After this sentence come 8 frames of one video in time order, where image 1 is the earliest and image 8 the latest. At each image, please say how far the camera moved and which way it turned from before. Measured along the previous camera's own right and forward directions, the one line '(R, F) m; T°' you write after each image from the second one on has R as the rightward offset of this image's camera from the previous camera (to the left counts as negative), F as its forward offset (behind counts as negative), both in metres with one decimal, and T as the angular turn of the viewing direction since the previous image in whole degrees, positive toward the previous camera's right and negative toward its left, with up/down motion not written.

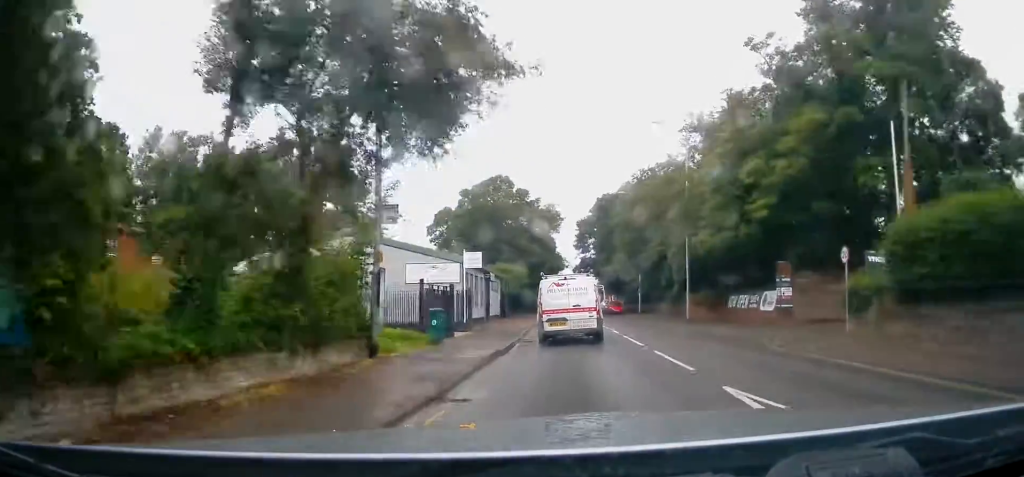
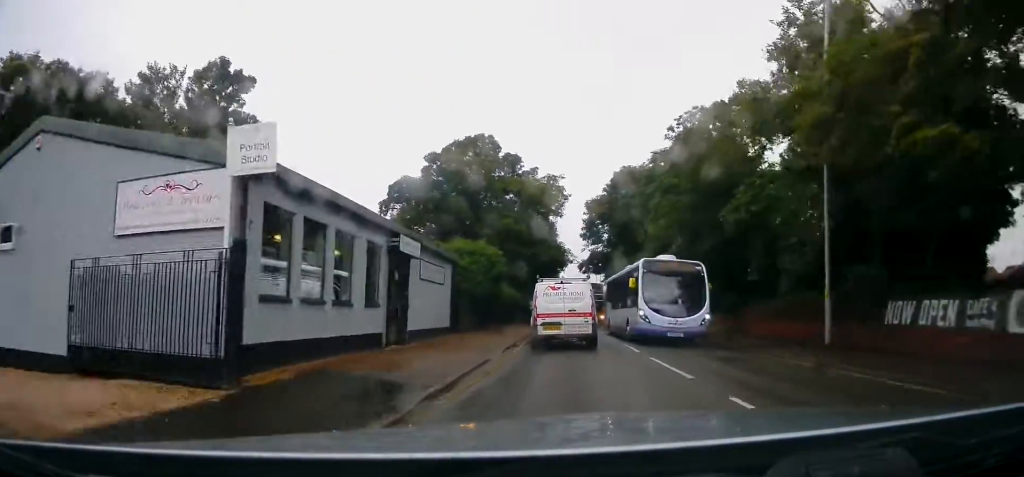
(+0.4, +19.3) m; +1°
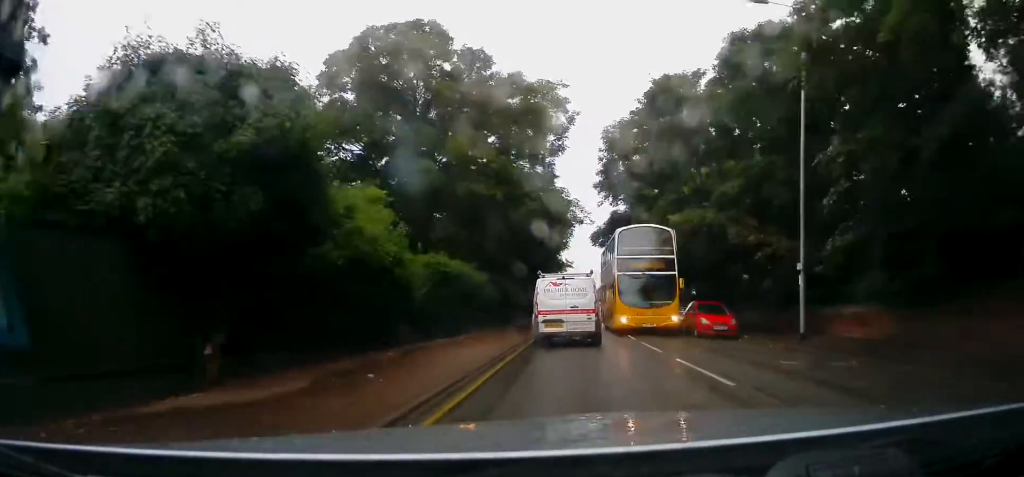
(-0.6, +20.5) m; -2°
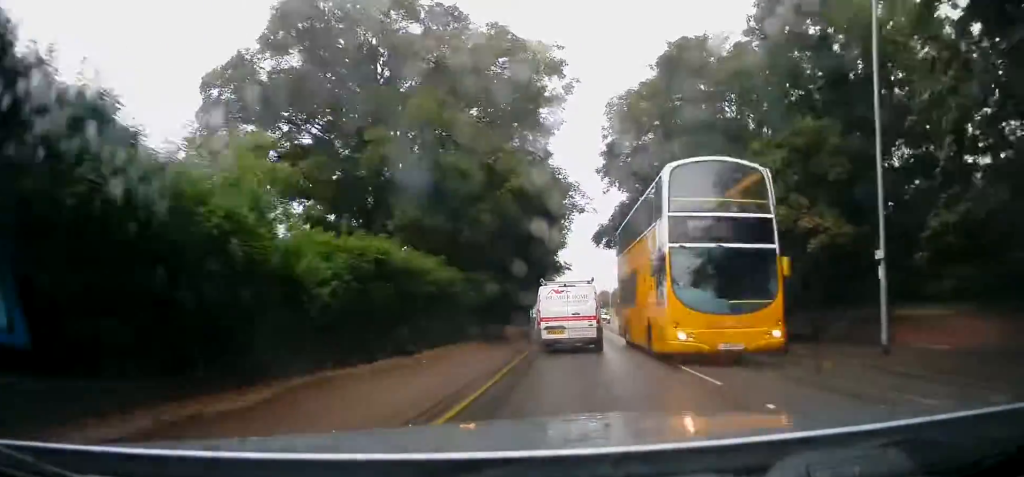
(0.0, +5.7) m; +1°
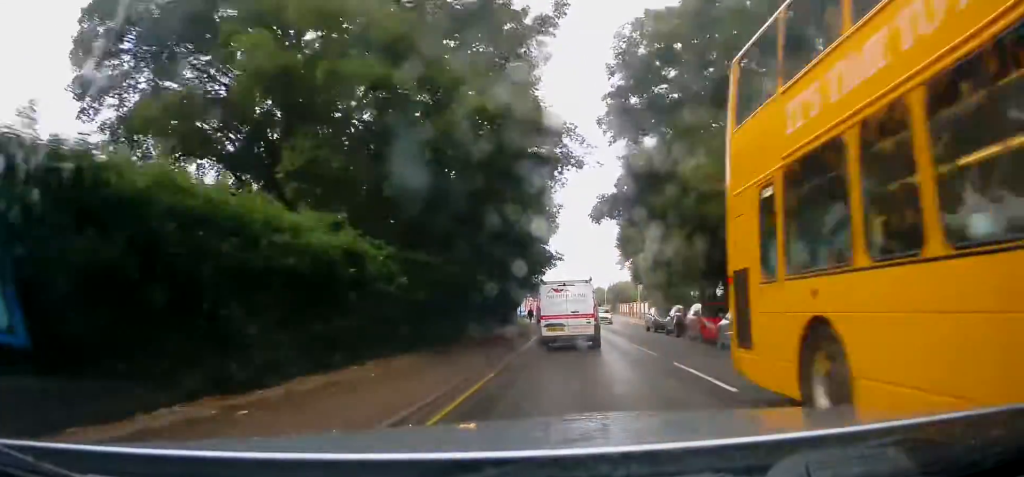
(0.0, +7.5) m; +2°
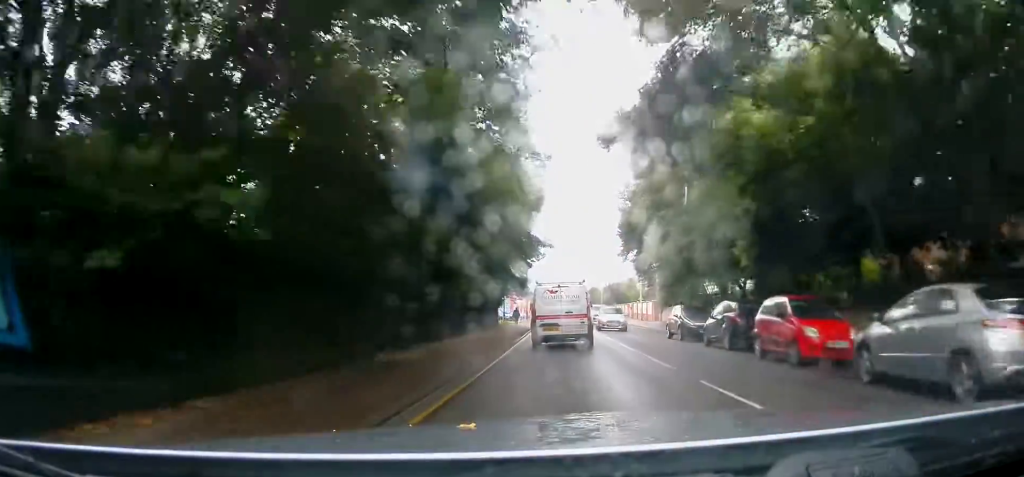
(+0.5, +9.7) m; 0°
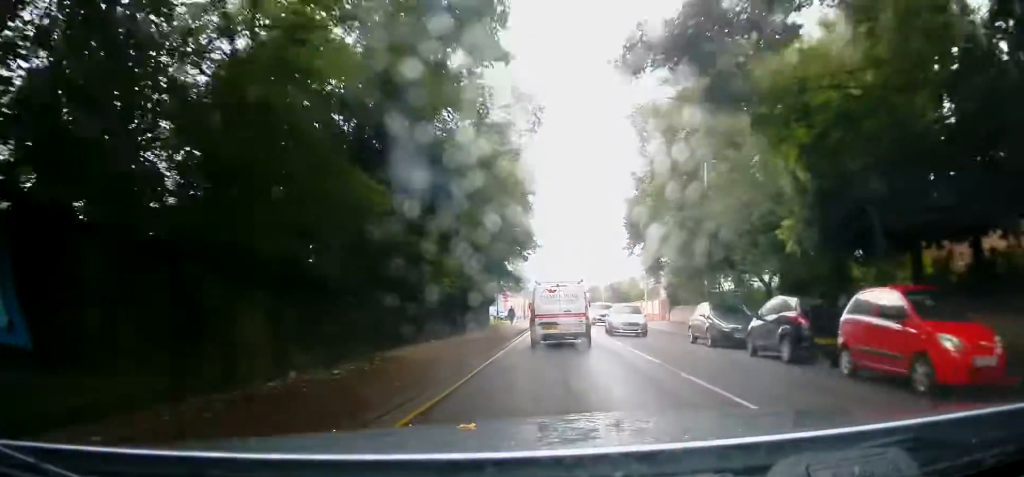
(-0.2, +4.8) m; -1°
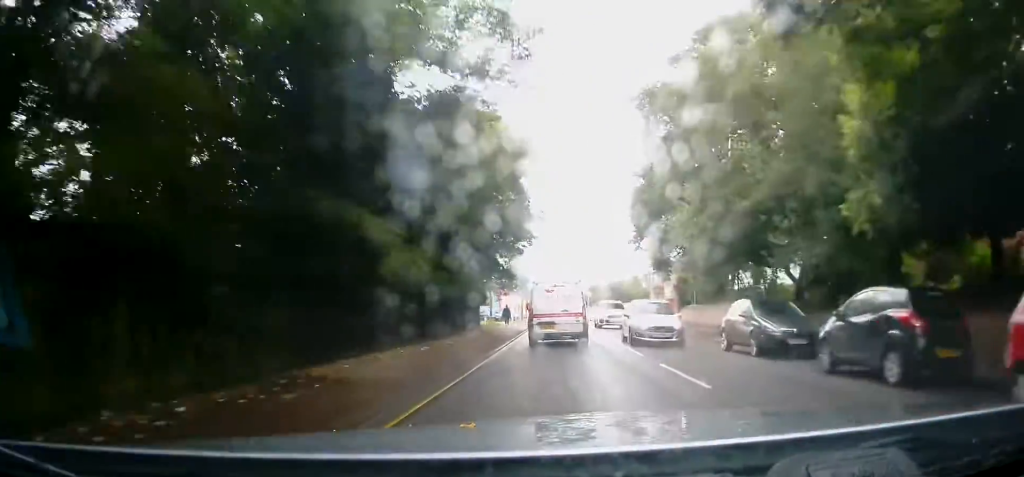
(-0.2, +4.4) m; -1°
